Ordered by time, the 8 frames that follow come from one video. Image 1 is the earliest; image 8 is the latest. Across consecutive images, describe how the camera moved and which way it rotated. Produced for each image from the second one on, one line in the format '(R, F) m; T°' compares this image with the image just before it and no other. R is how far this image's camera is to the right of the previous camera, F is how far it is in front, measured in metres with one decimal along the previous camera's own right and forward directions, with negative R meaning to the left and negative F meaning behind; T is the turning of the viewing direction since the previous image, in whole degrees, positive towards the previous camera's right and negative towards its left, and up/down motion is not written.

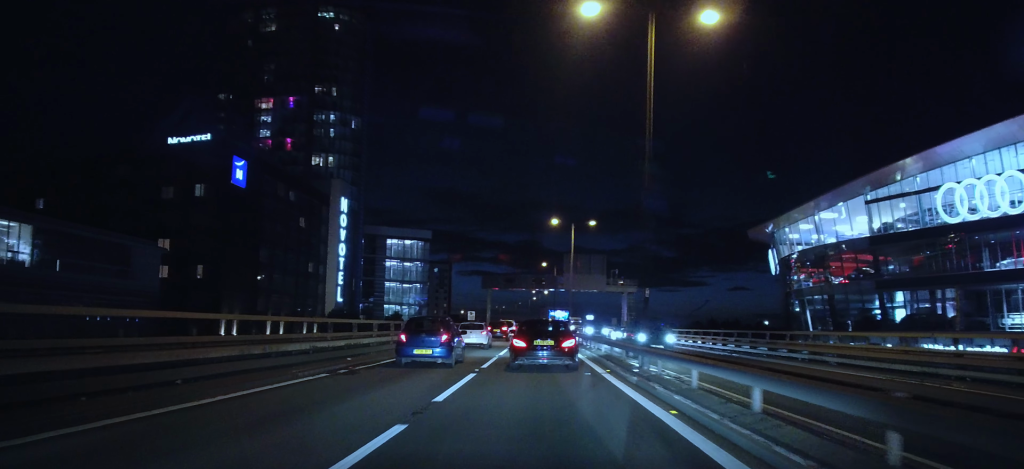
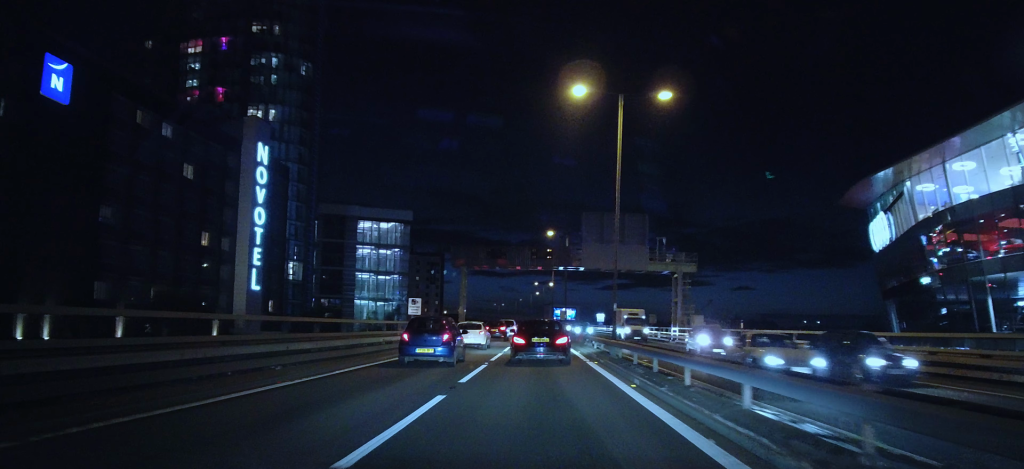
(-1.1, +30.5) m; -3°
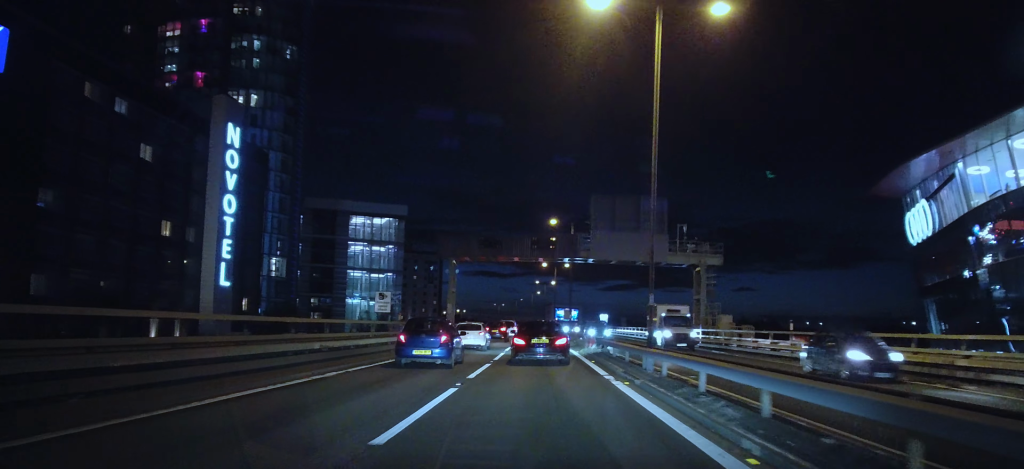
(+0.2, +6.9) m; 0°
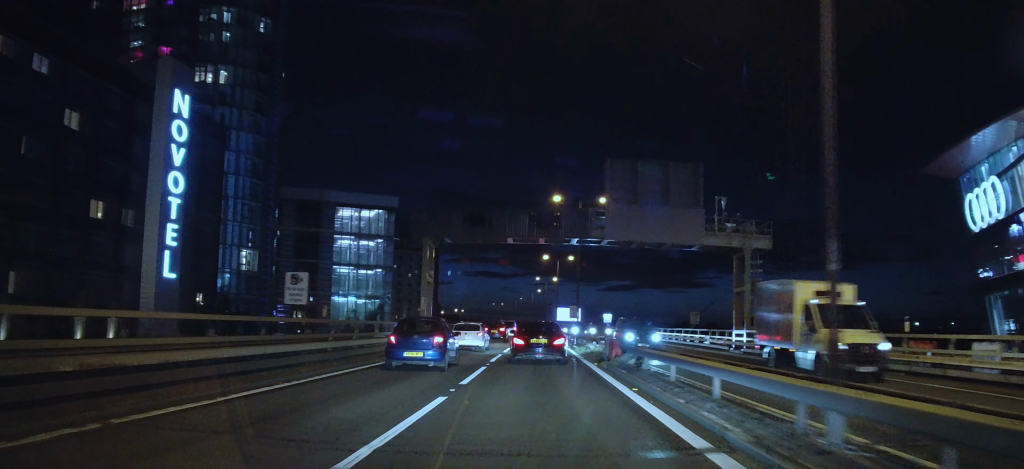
(-0.4, +10.0) m; 0°
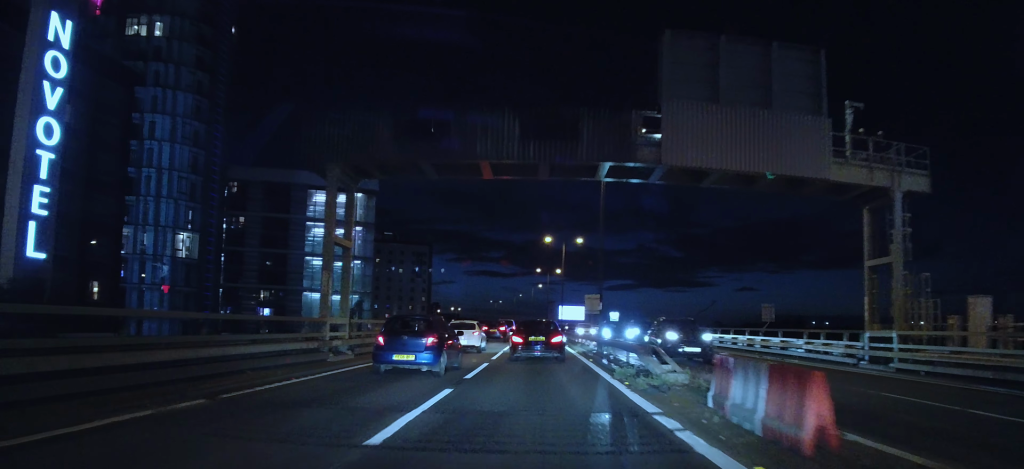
(+0.5, +15.8) m; +2°
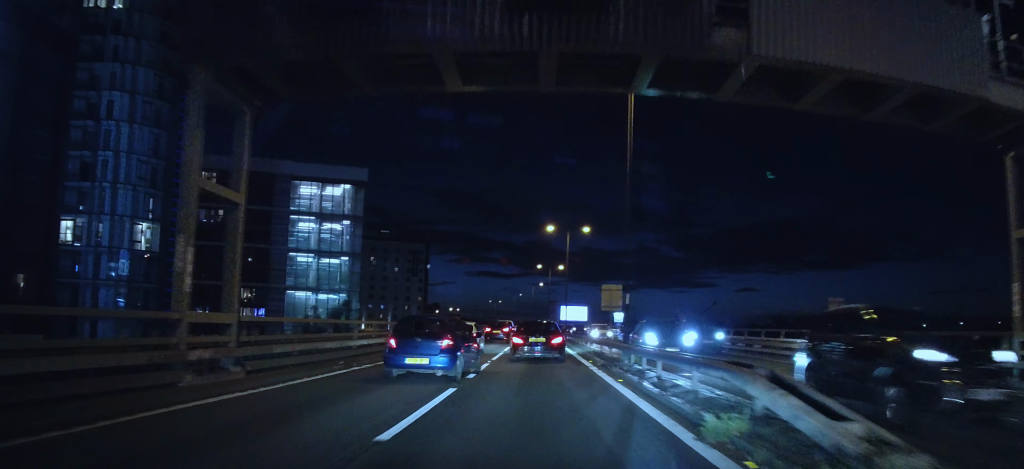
(0.0, +8.0) m; 0°
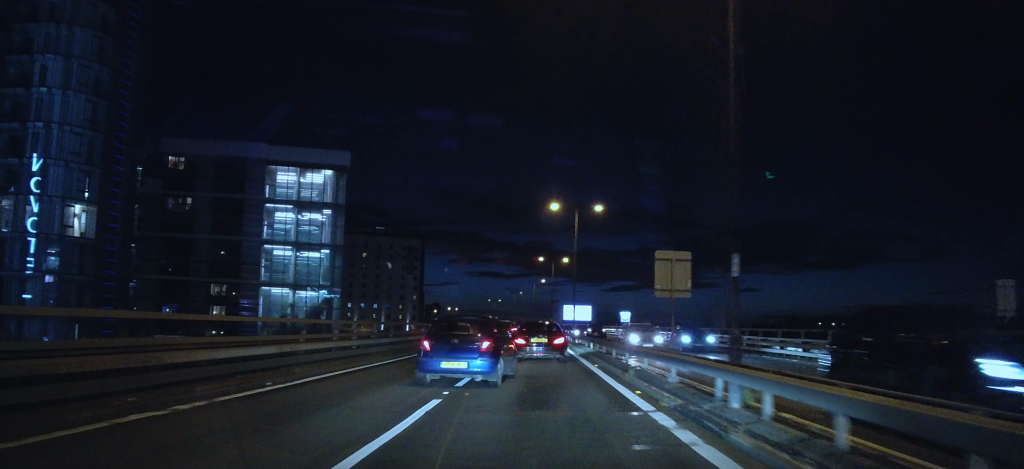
(0.0, +10.2) m; -1°
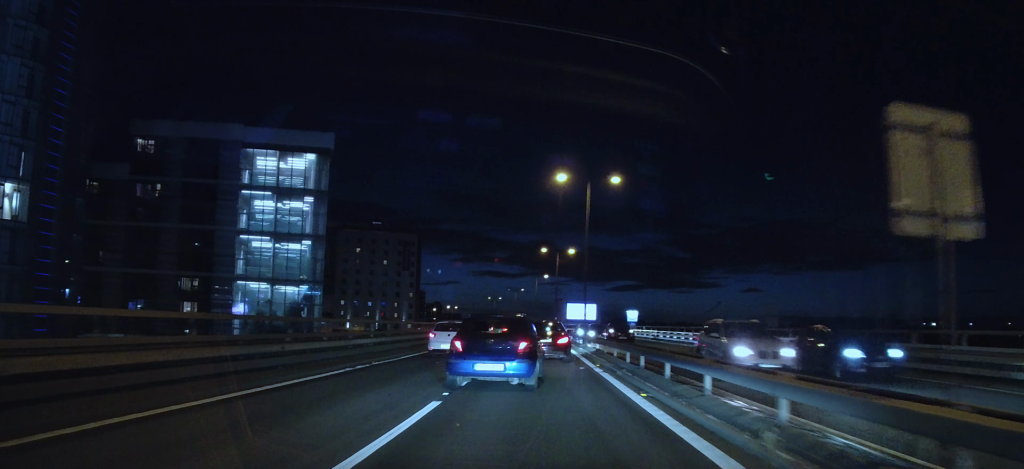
(0.0, +8.8) m; -1°
